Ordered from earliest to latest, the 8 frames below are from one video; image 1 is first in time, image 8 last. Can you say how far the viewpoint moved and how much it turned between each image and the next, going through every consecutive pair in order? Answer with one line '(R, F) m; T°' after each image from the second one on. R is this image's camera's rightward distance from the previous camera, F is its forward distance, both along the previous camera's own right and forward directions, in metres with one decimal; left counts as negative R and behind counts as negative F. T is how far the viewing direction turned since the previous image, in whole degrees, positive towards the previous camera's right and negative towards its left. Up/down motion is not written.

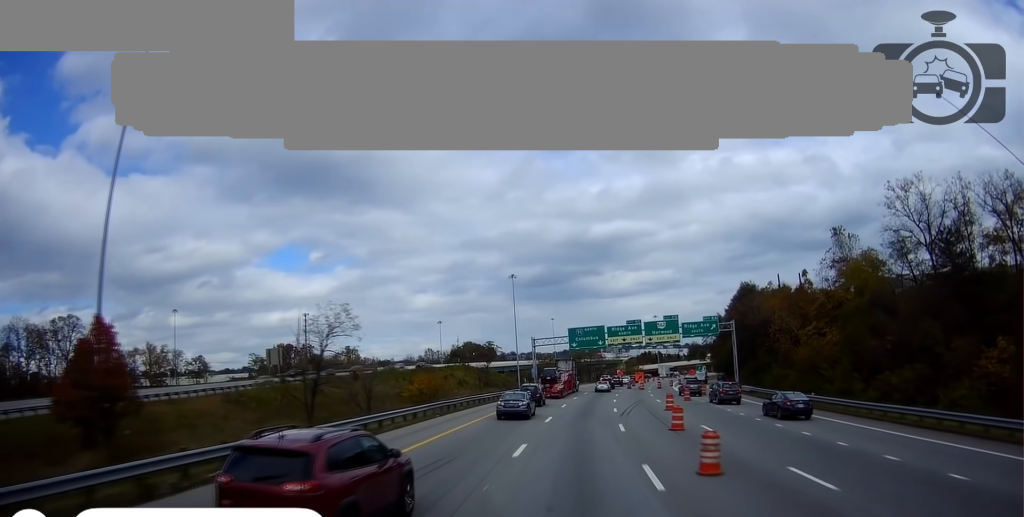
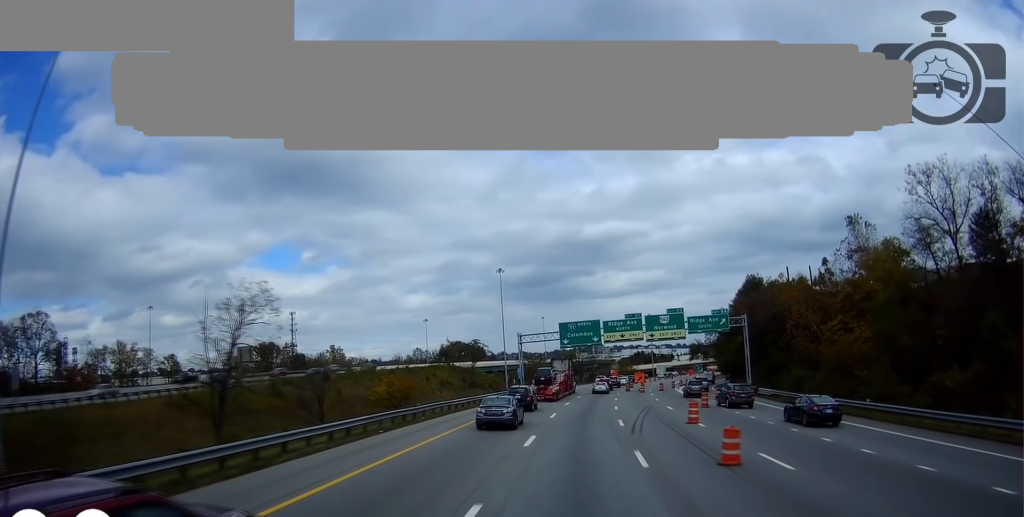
(-0.4, +9.8) m; +1°
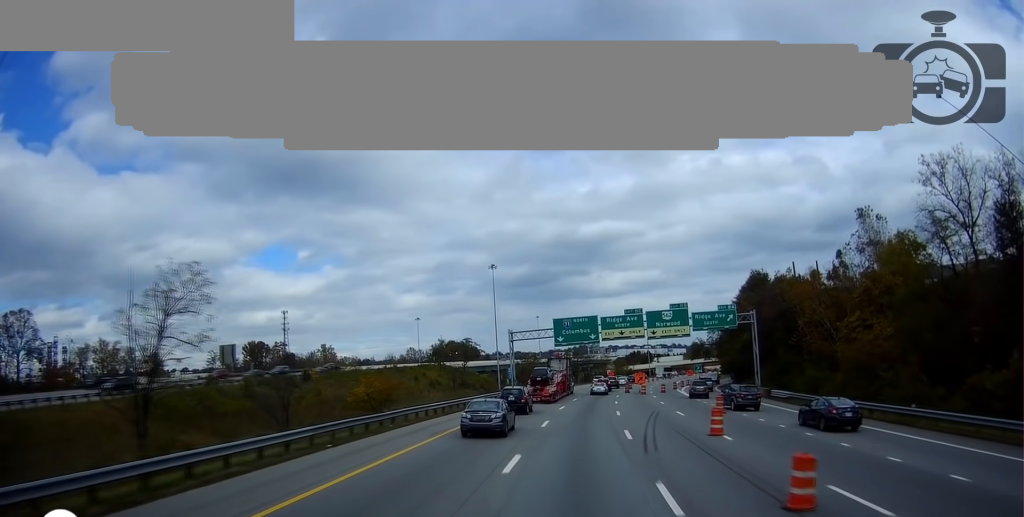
(+0.2, +5.5) m; +3°
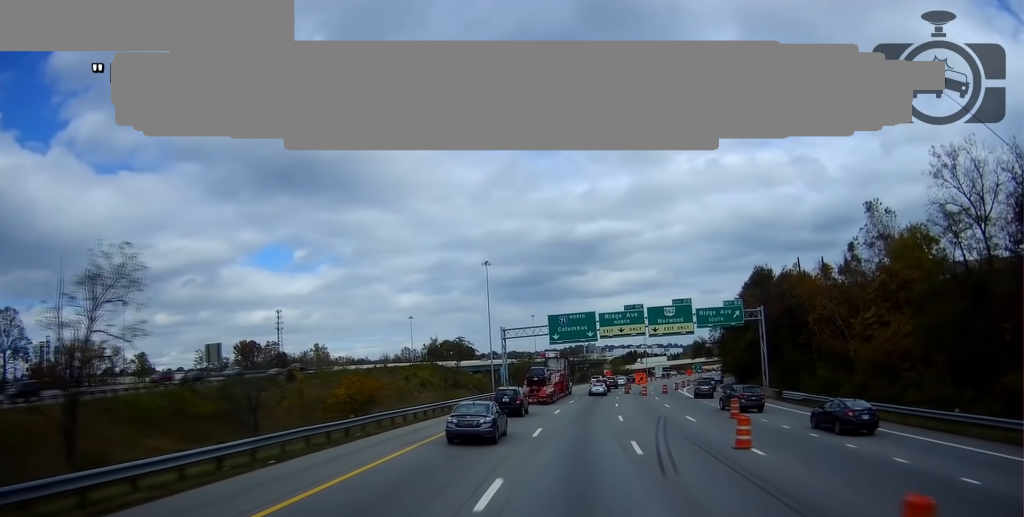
(0.0, +4.2) m; +2°
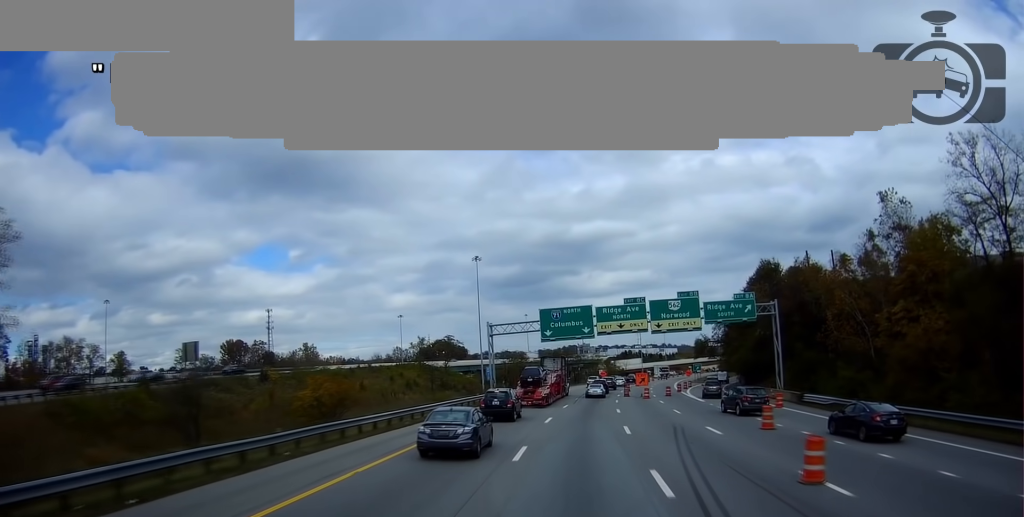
(+0.2, +6.3) m; 0°
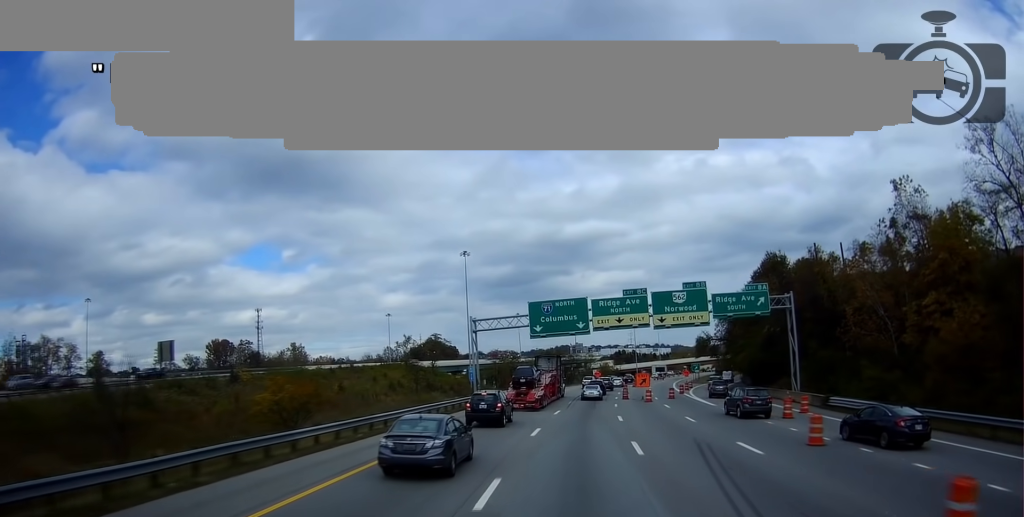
(0.0, +6.2) m; 0°
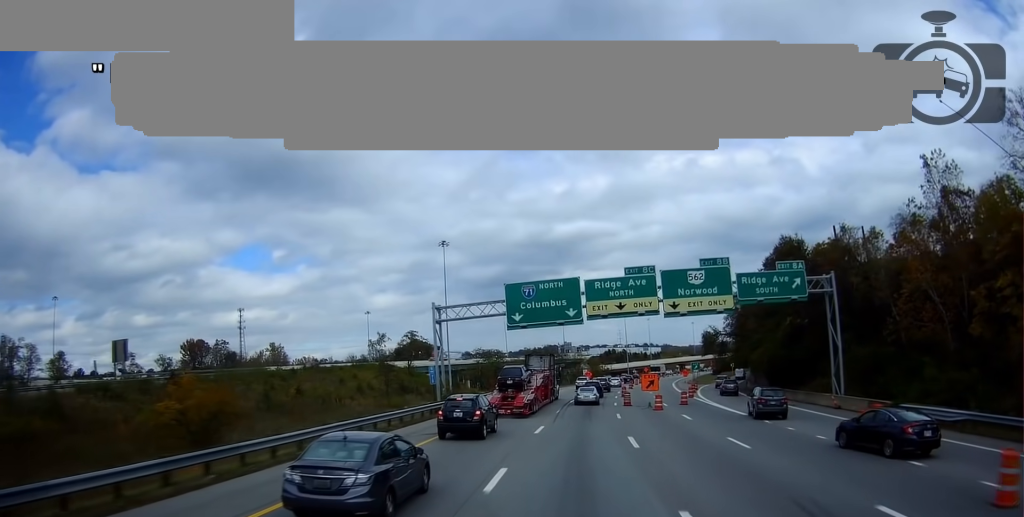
(-0.2, +11.7) m; -2°
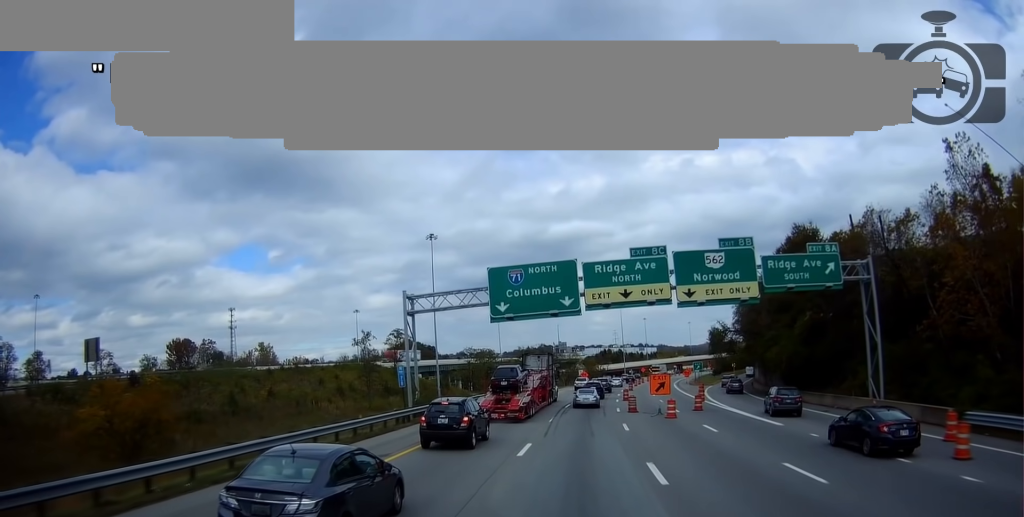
(-0.1, +7.1) m; 0°
